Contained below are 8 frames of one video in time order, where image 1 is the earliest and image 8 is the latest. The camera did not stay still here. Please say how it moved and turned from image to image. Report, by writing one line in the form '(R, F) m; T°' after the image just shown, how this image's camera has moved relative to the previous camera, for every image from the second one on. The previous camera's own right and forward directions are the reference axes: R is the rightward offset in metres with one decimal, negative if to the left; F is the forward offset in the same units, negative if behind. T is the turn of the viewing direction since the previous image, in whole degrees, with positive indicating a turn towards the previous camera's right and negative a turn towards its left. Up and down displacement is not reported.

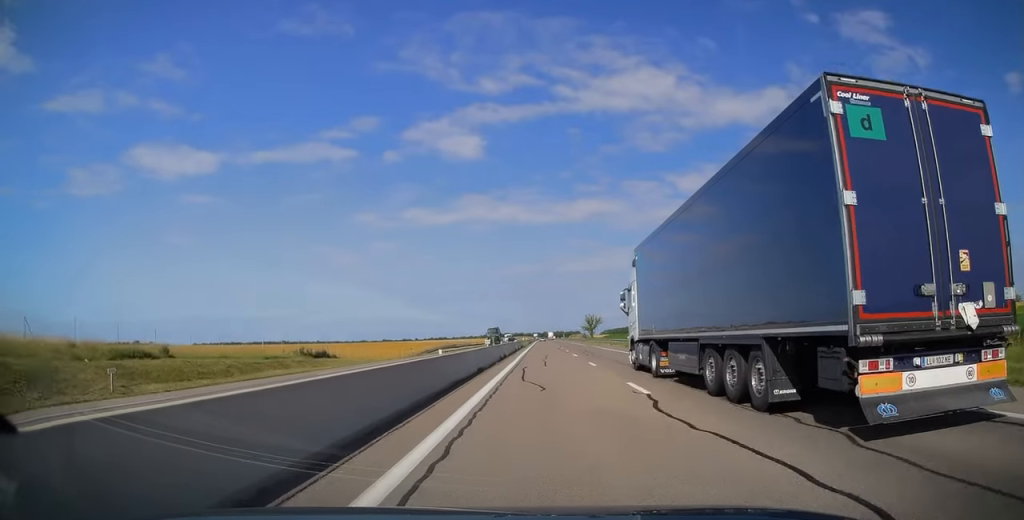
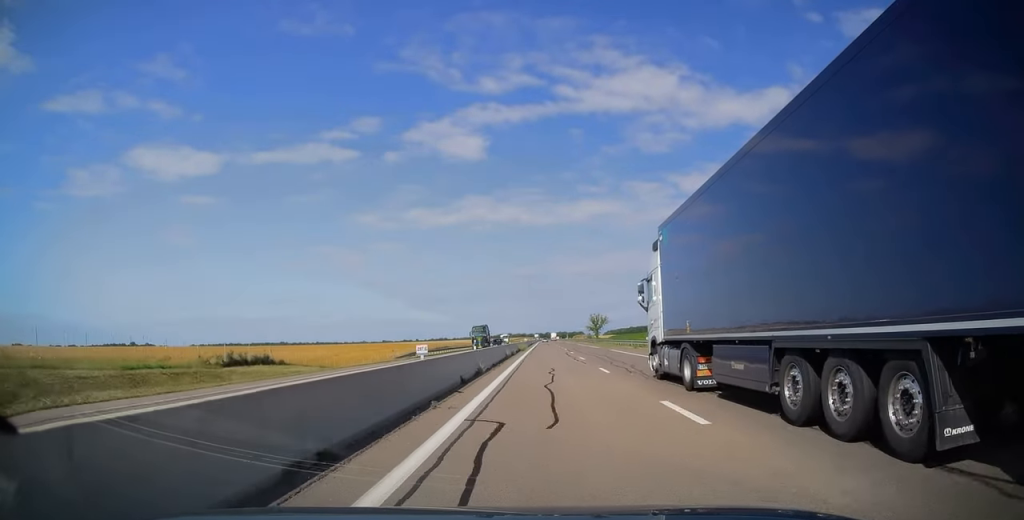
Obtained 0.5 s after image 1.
(0.0, +18.1) m; 0°
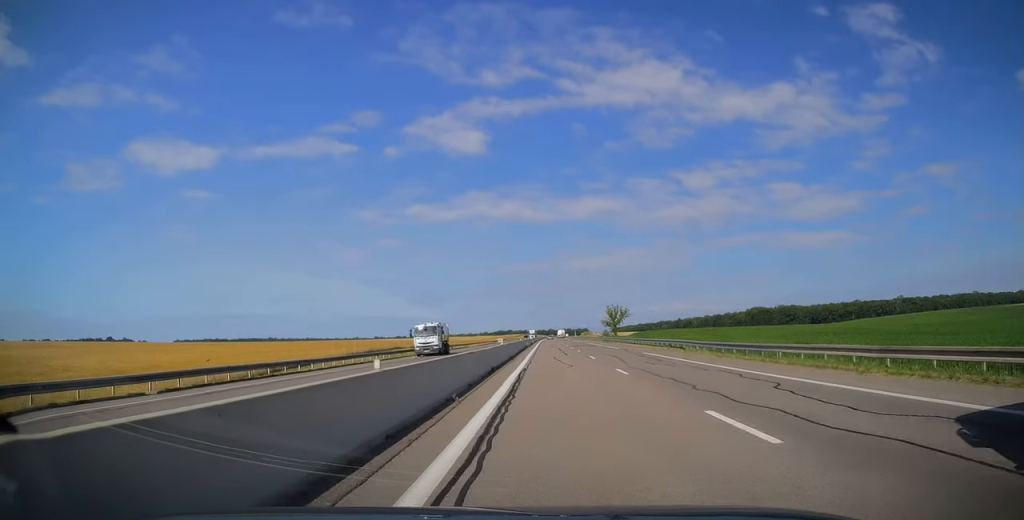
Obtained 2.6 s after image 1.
(+0.4, +67.1) m; 0°
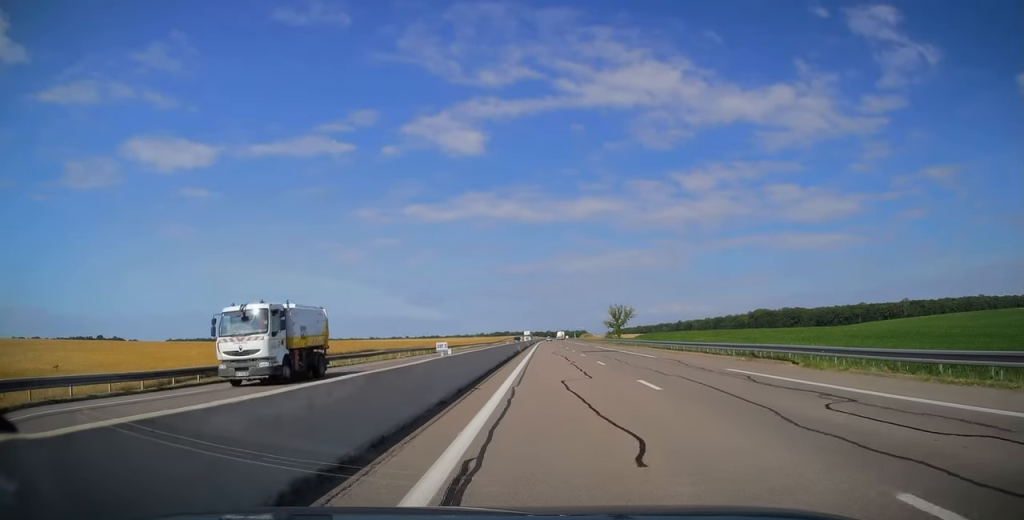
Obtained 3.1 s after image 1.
(-0.1, +18.3) m; 0°
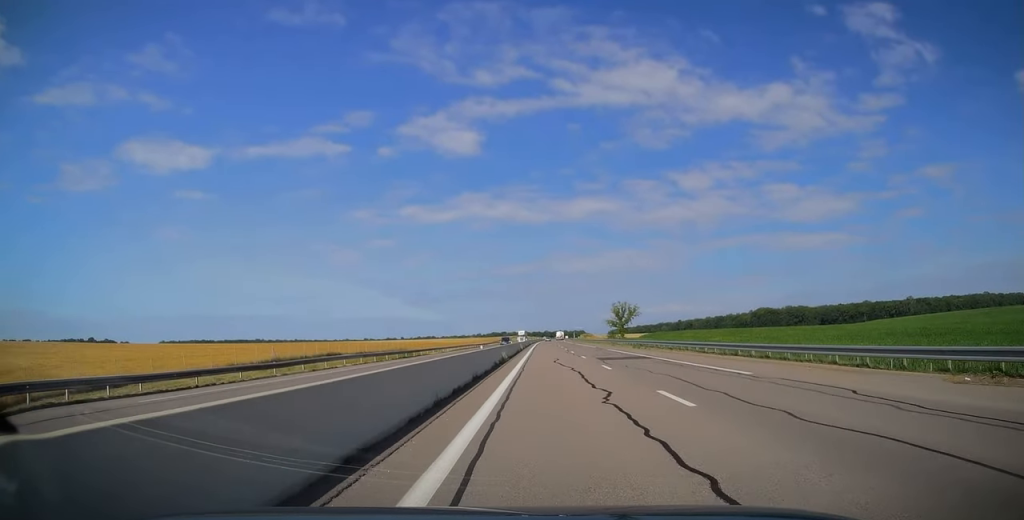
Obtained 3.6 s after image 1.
(-0.2, +16.1) m; 0°
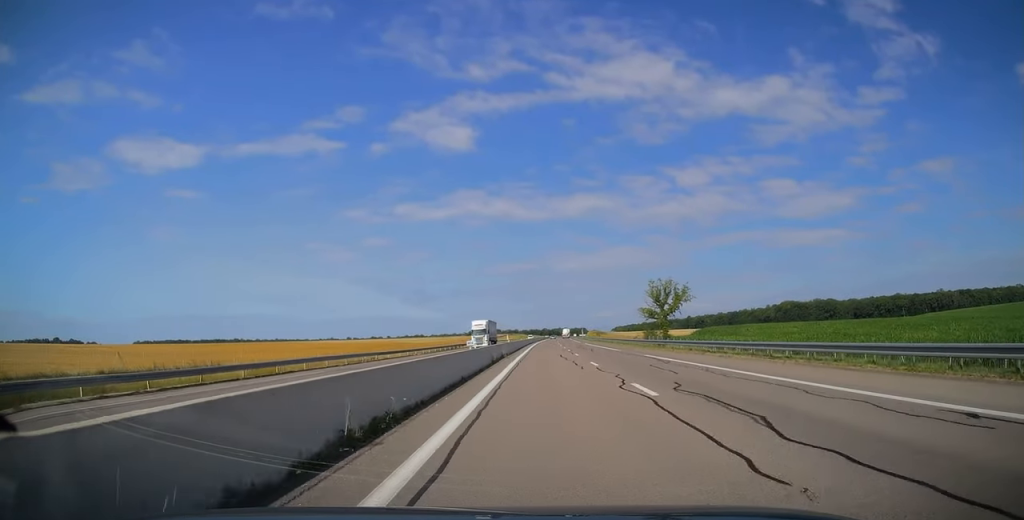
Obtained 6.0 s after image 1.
(+0.8, +73.1) m; +1°
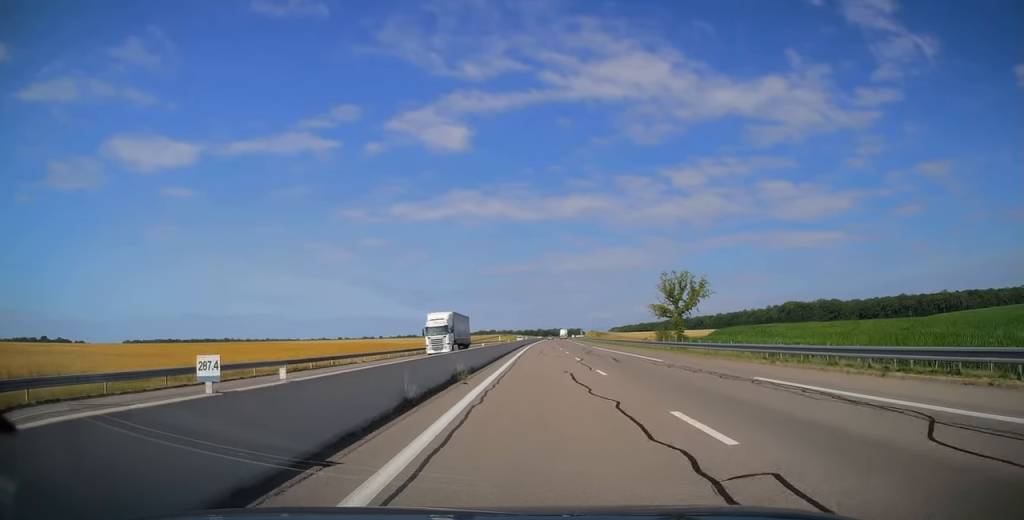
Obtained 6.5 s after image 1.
(0.0, +17.5) m; 0°
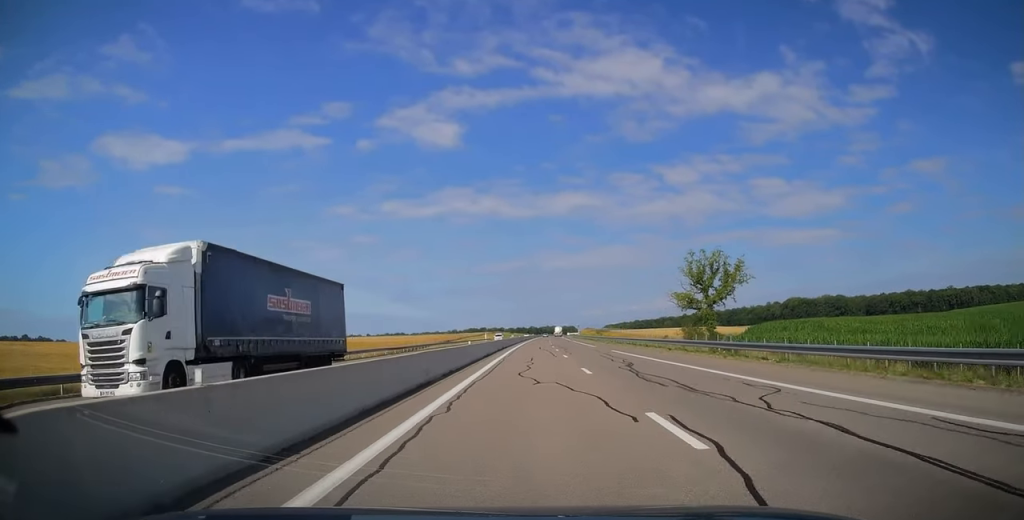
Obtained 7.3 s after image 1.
(+0.2, +24.1) m; +1°
